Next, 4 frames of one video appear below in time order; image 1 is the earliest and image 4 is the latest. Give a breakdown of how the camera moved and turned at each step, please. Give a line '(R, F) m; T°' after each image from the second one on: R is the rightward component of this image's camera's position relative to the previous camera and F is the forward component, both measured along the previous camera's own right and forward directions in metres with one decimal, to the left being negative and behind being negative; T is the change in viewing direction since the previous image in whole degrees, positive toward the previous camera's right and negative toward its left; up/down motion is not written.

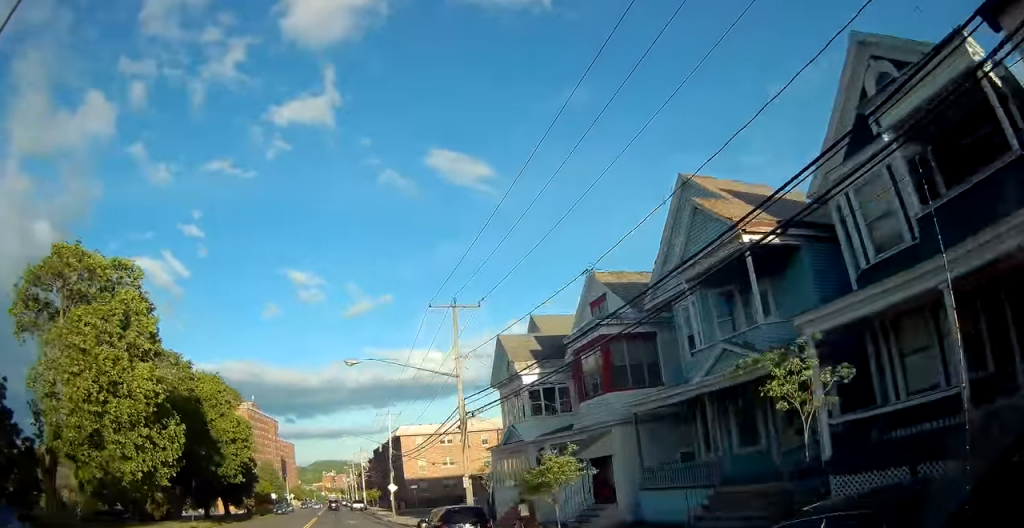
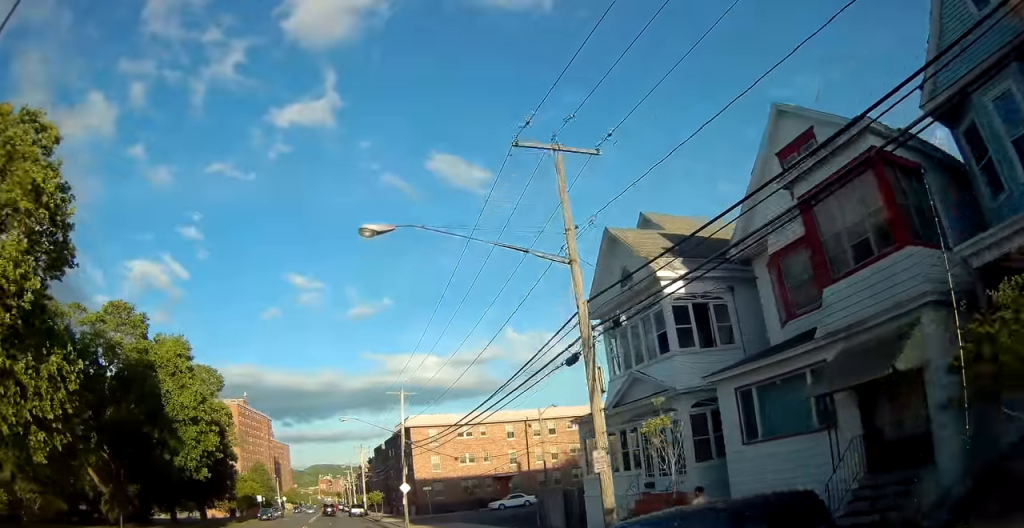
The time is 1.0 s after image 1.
(-0.1, +12.8) m; 0°
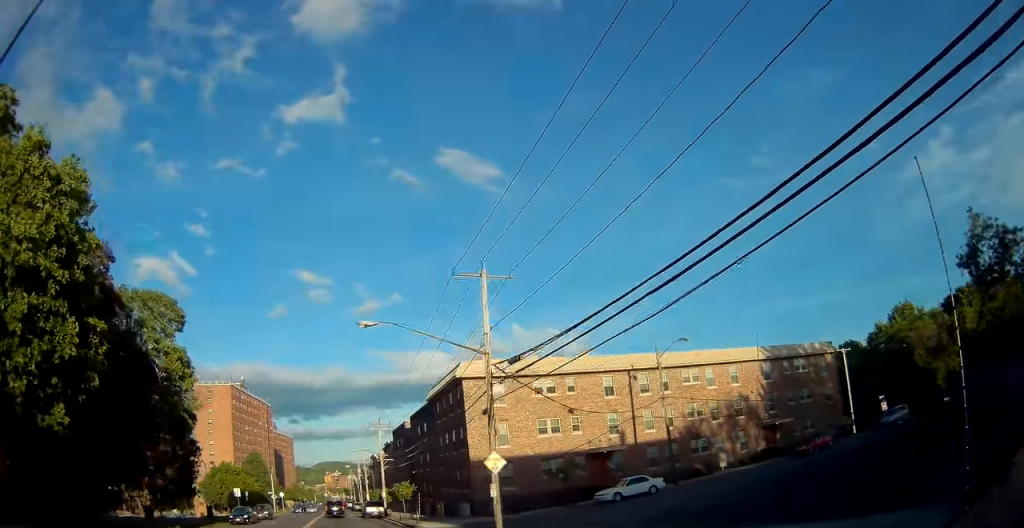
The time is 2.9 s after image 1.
(0.0, +22.3) m; -1°
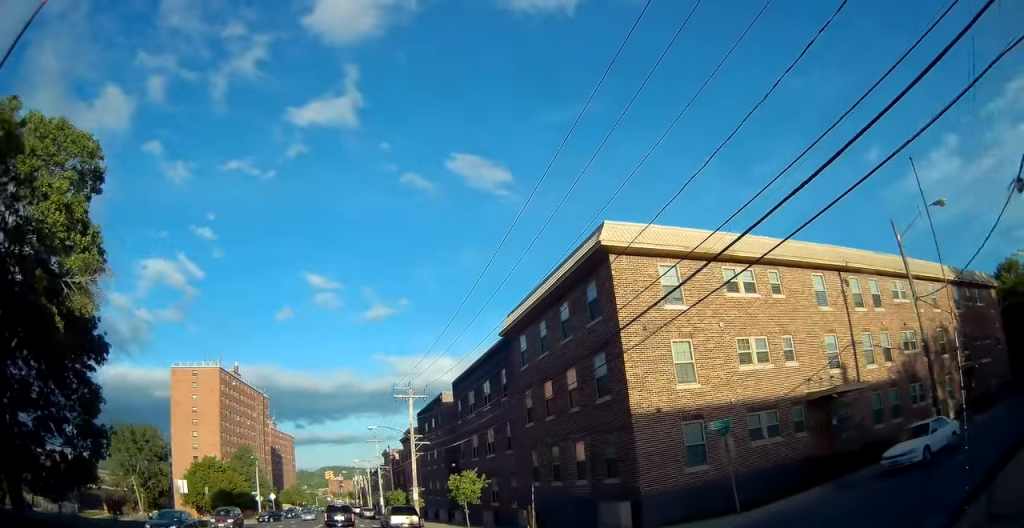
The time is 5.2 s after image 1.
(-0.1, +21.5) m; -1°
